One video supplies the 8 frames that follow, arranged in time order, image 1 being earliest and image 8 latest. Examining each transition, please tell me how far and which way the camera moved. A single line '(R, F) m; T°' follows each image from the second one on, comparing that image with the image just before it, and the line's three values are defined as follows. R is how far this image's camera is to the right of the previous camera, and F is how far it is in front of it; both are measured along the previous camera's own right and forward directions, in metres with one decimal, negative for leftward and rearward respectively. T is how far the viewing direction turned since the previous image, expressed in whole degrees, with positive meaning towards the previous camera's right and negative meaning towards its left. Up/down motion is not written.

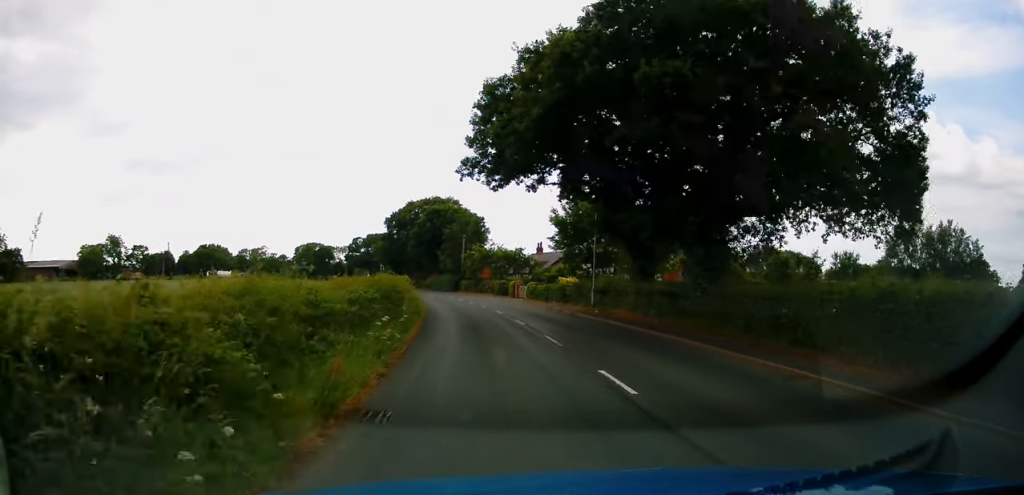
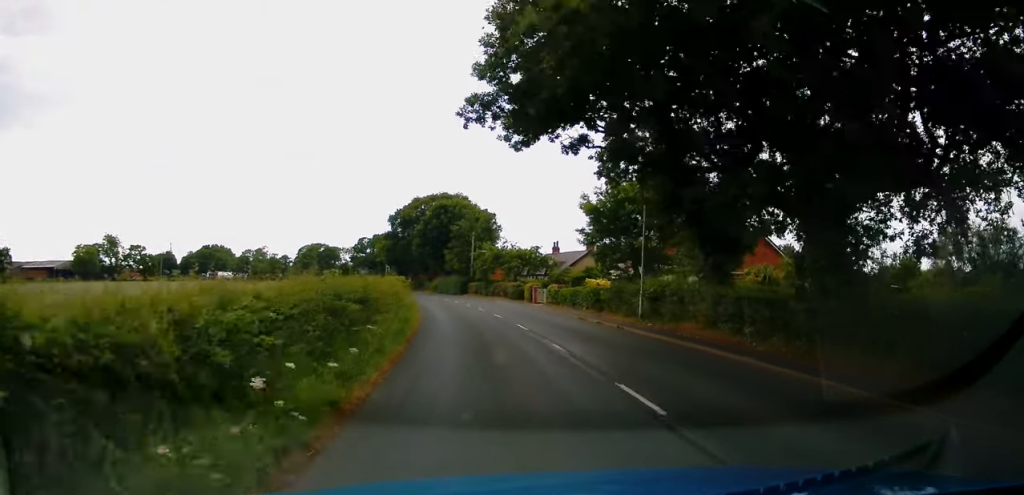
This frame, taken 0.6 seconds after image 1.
(0.0, +7.2) m; -1°
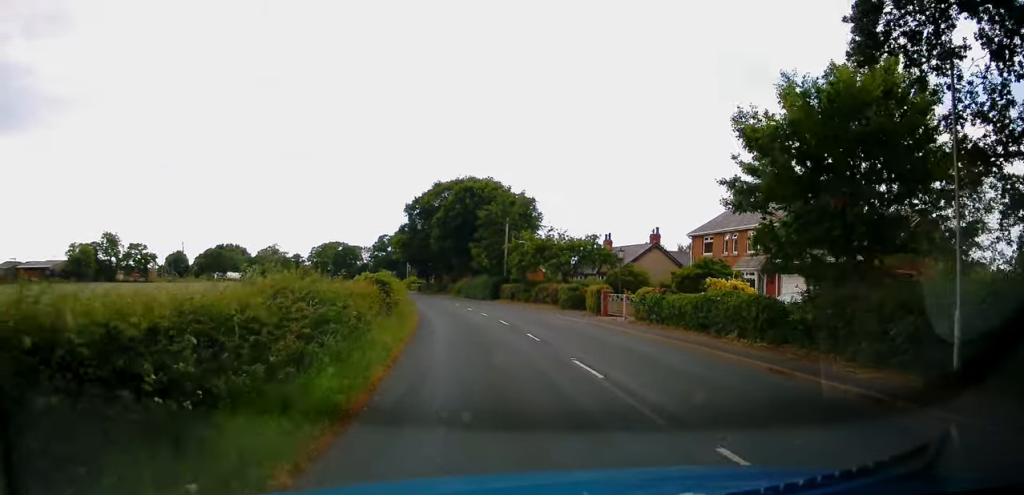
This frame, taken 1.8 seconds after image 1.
(-0.5, +15.2) m; -3°
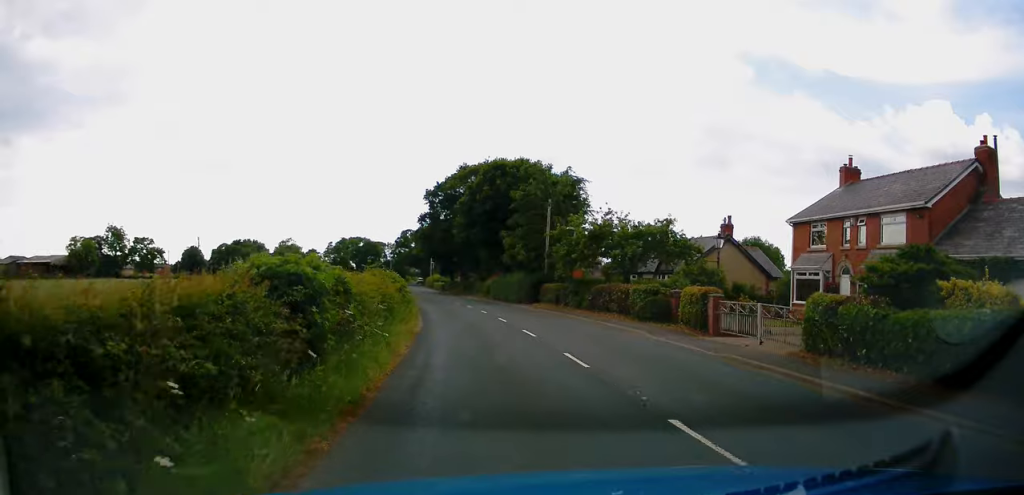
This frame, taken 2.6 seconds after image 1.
(-0.1, +10.7) m; 0°
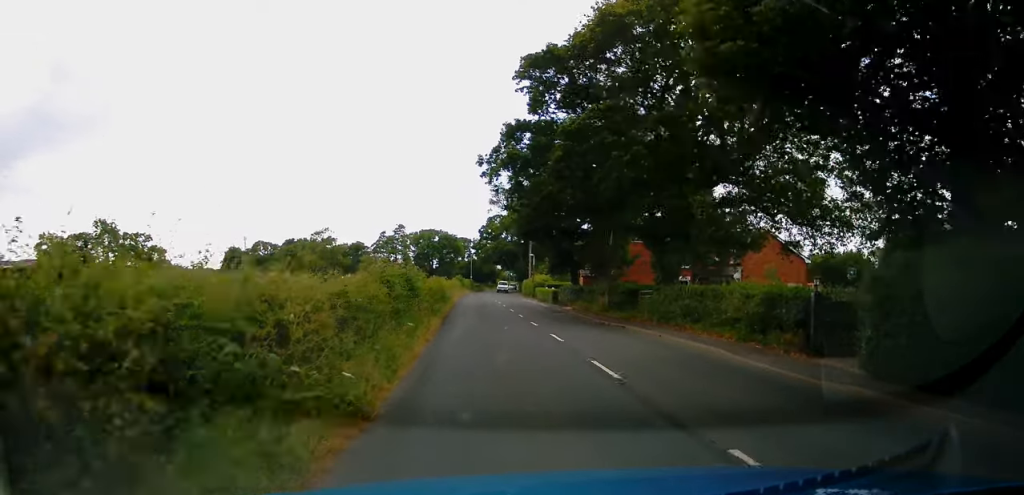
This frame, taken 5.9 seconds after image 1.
(-4.6, +42.4) m; -10°
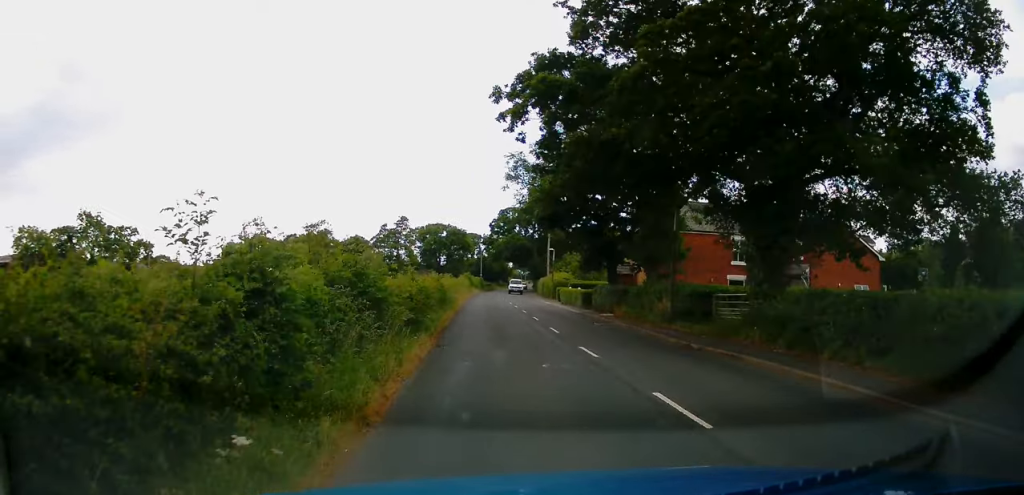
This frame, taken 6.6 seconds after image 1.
(0.0, +8.9) m; 0°
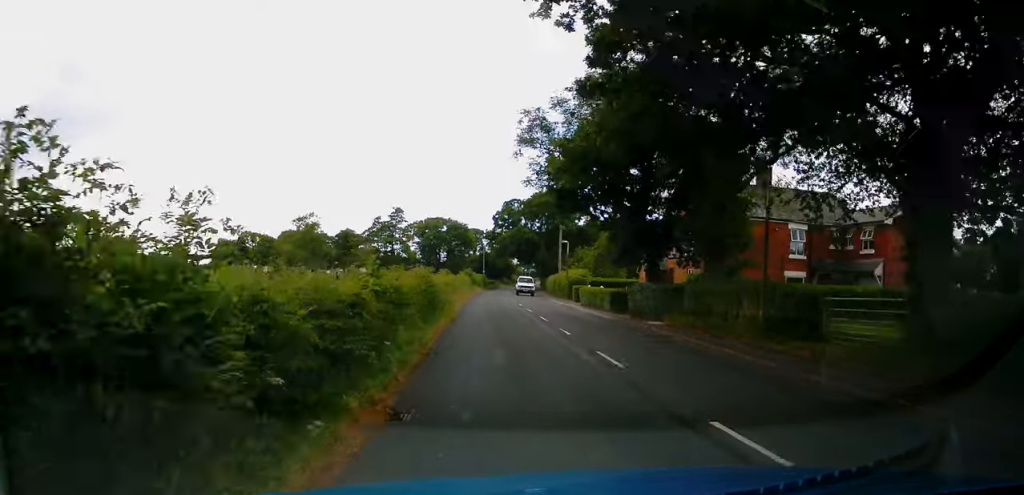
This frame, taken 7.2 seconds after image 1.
(0.0, +7.5) m; -1°
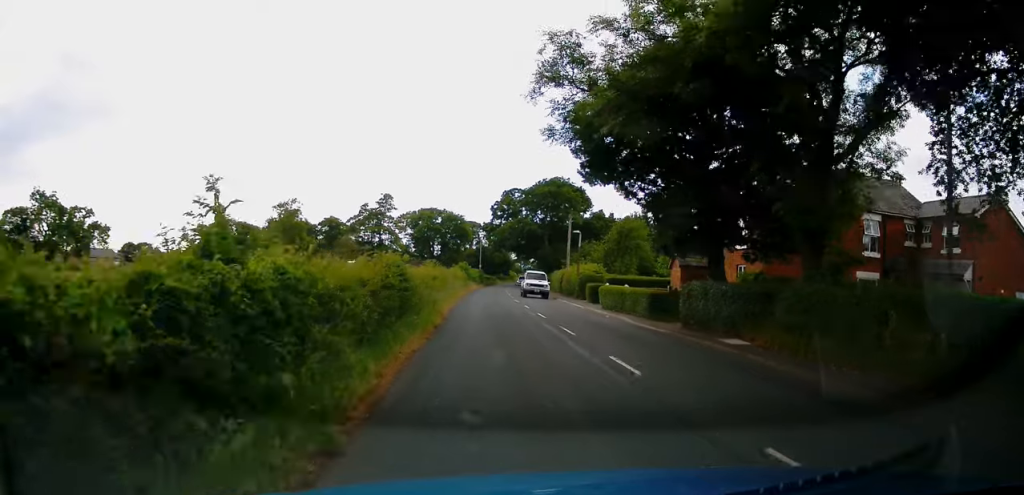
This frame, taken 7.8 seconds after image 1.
(+0.1, +7.5) m; -1°
